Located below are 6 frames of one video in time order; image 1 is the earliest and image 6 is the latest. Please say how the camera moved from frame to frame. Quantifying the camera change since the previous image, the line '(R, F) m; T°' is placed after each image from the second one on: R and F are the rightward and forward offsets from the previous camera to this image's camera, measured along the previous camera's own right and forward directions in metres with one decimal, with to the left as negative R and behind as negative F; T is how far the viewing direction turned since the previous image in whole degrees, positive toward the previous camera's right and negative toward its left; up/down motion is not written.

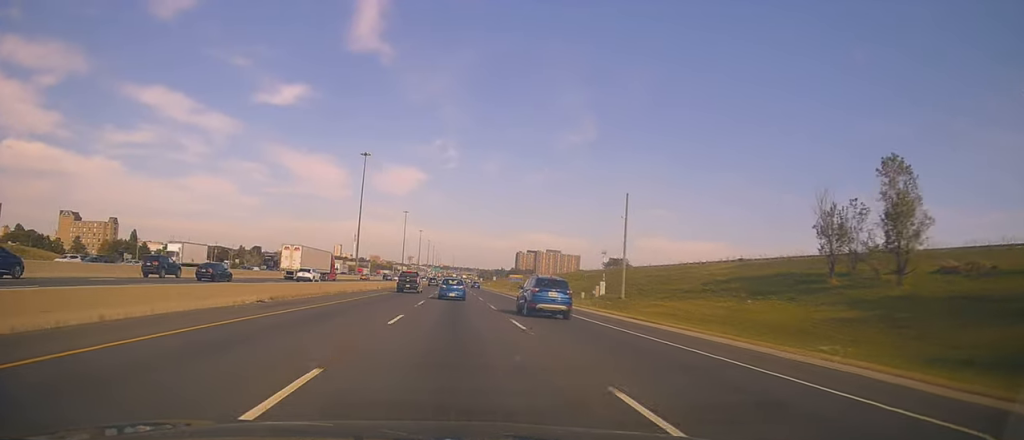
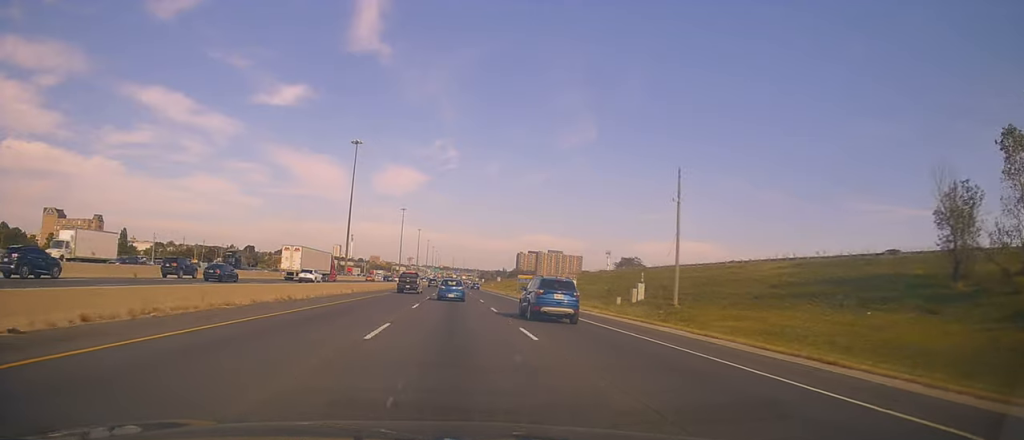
(+0.3, +15.3) m; +1°
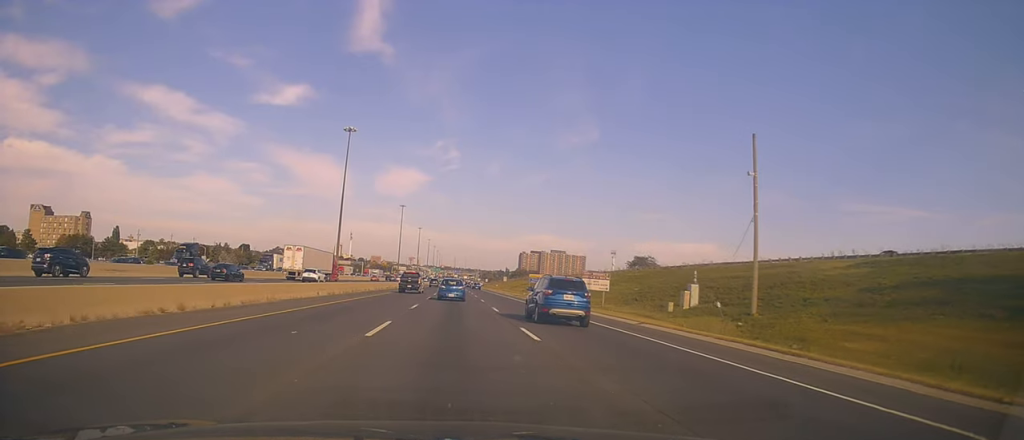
(+0.1, +12.9) m; 0°
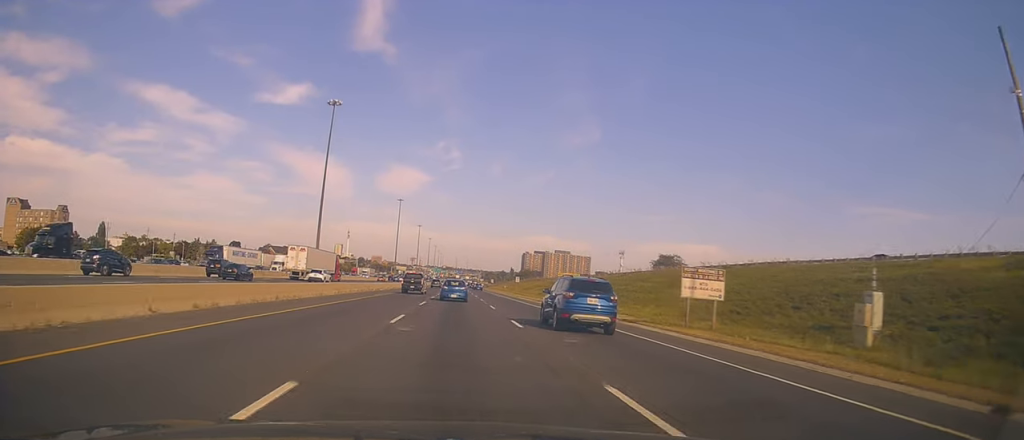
(0.0, +21.7) m; 0°
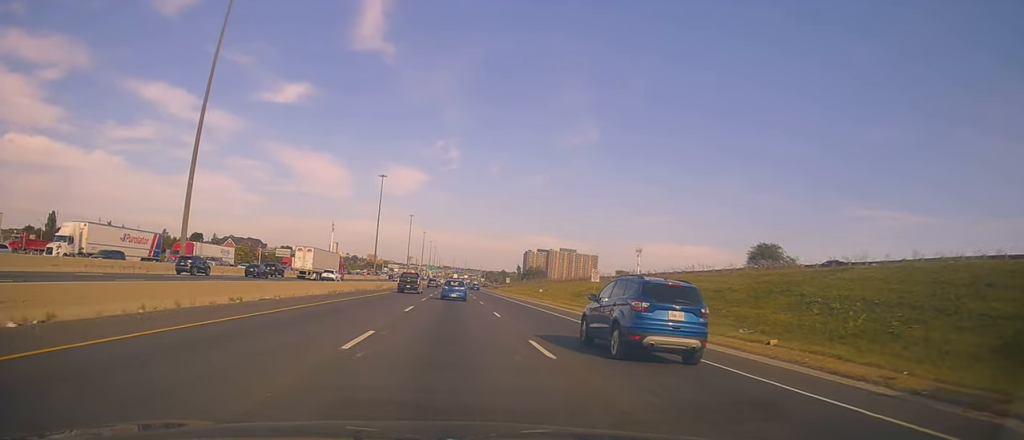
(-0.9, +58.2) m; 0°
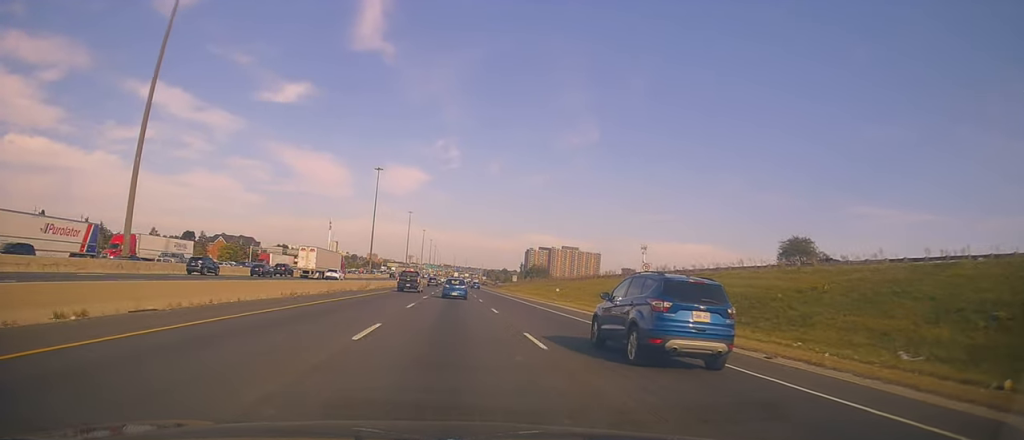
(+0.1, +11.4) m; +1°
